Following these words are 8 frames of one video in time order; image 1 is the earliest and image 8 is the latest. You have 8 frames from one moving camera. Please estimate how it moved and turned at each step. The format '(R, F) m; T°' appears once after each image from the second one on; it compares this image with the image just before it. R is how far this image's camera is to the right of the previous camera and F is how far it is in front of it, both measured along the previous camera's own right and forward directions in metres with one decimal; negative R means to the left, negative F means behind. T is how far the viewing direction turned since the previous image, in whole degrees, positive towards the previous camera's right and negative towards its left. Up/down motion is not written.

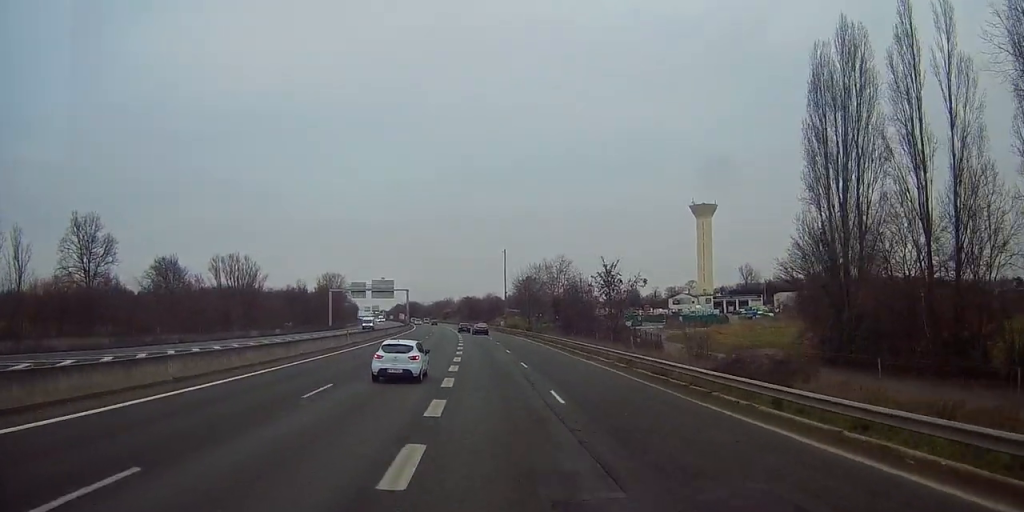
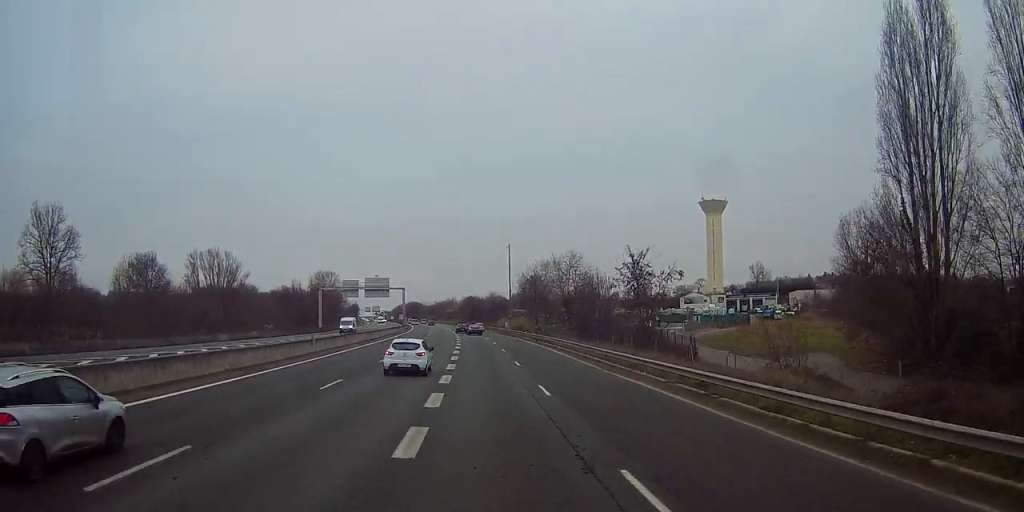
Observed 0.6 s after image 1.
(0.0, +11.0) m; -1°
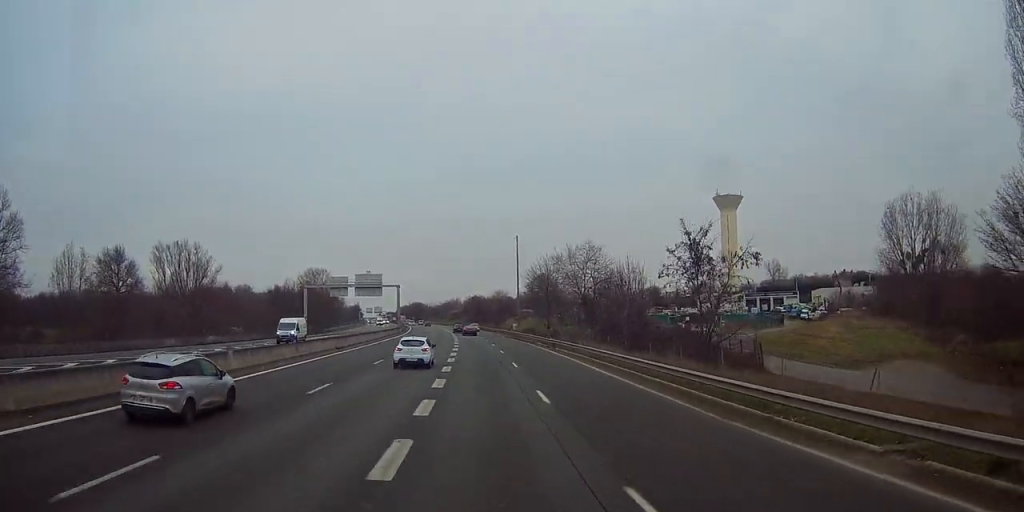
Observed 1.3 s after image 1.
(-0.1, +14.5) m; -1°
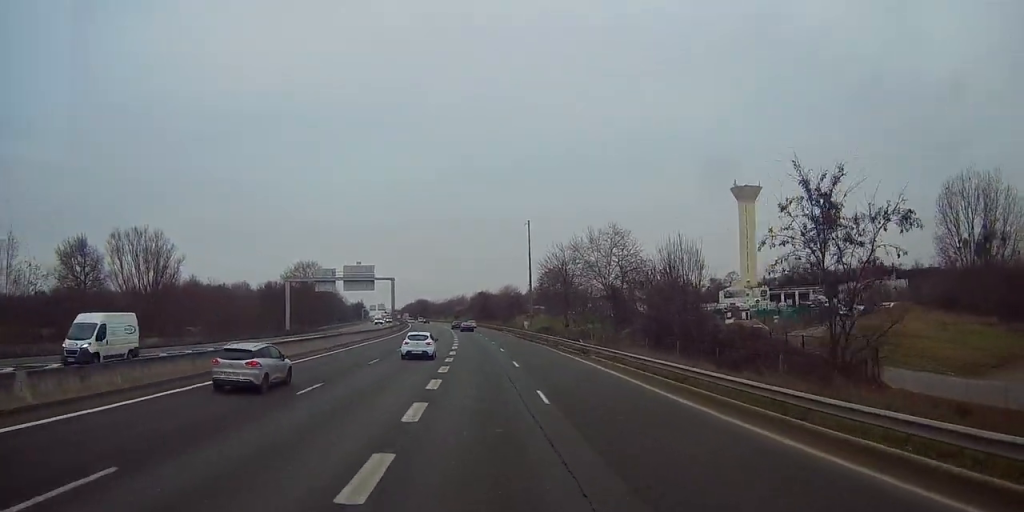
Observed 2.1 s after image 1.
(-0.2, +14.9) m; -1°
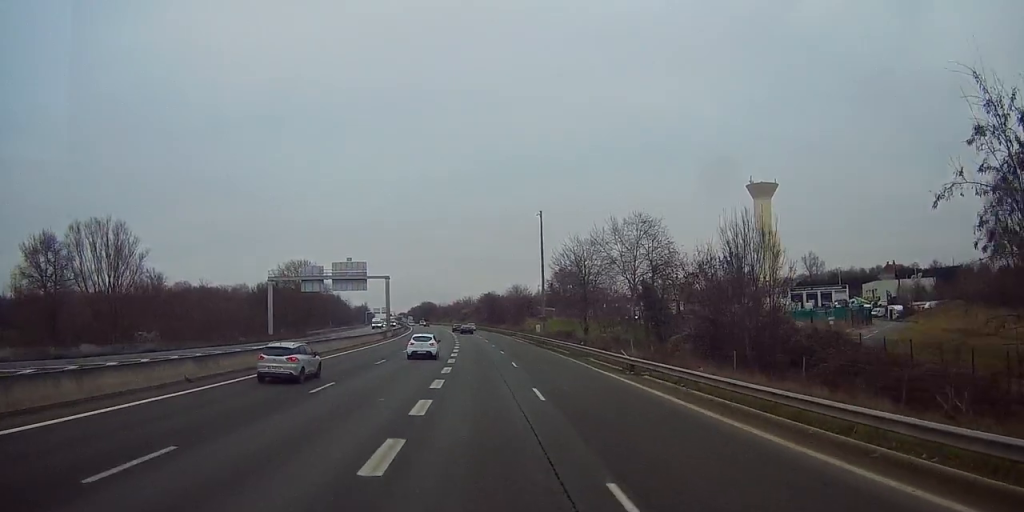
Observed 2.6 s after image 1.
(-0.1, +11.7) m; -1°
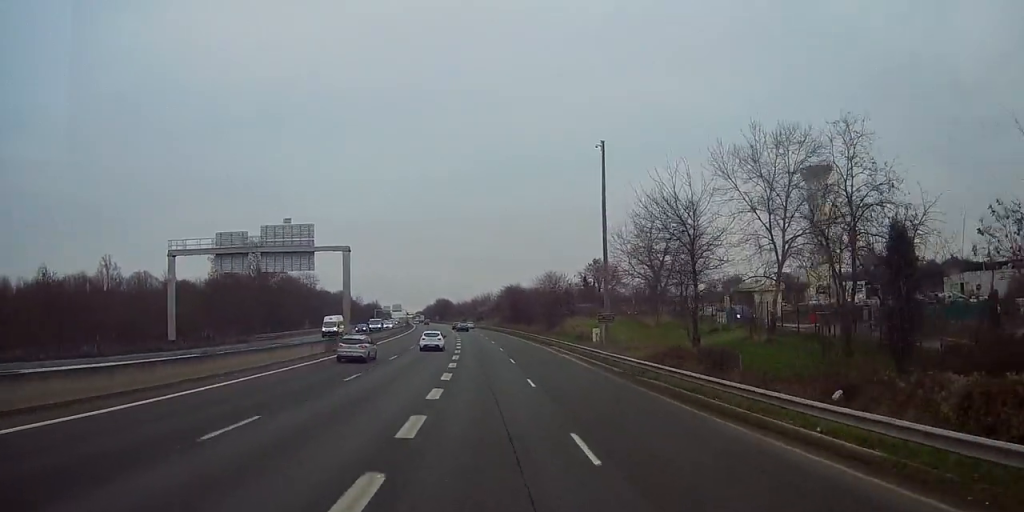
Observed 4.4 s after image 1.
(-0.3, +35.6) m; -1°
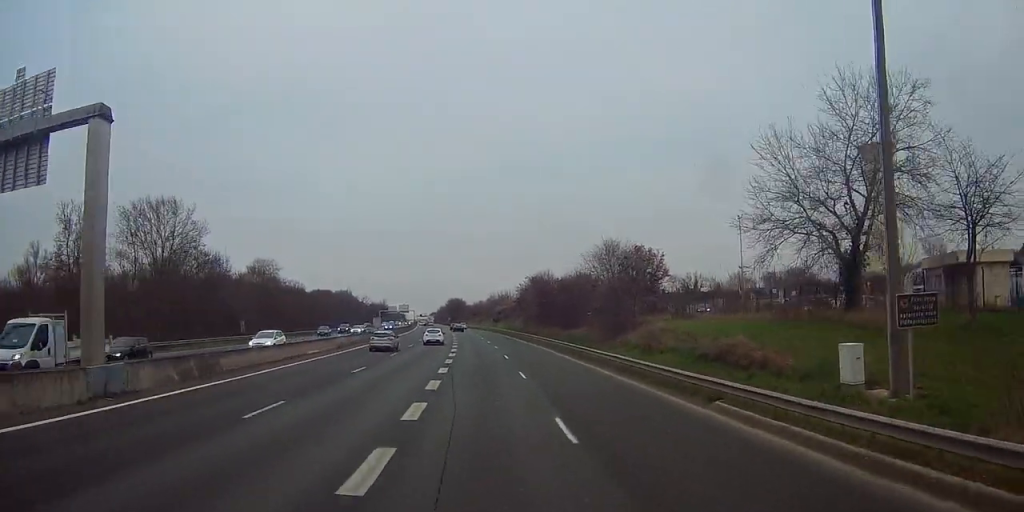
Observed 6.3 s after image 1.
(-0.6, +37.6) m; -1°
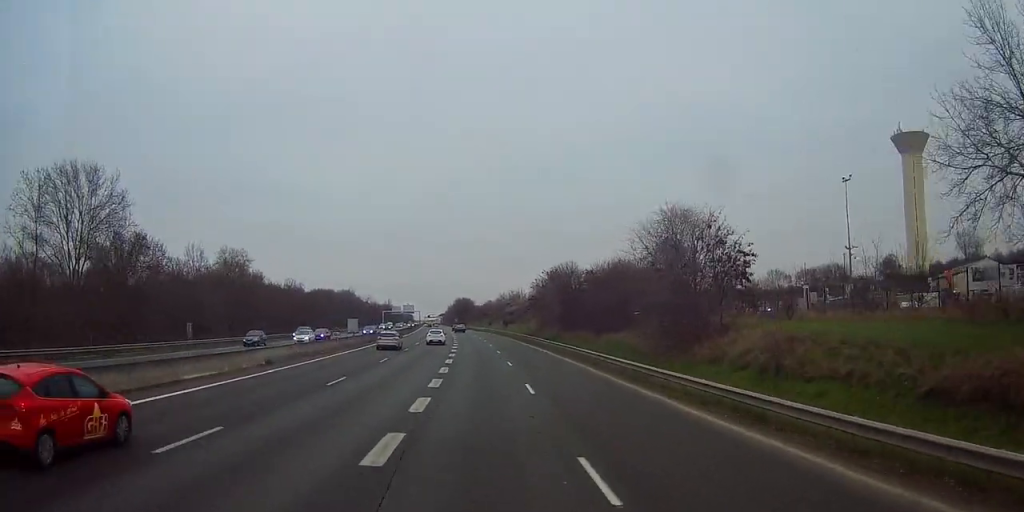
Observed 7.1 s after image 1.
(-0.1, +17.9) m; -1°
